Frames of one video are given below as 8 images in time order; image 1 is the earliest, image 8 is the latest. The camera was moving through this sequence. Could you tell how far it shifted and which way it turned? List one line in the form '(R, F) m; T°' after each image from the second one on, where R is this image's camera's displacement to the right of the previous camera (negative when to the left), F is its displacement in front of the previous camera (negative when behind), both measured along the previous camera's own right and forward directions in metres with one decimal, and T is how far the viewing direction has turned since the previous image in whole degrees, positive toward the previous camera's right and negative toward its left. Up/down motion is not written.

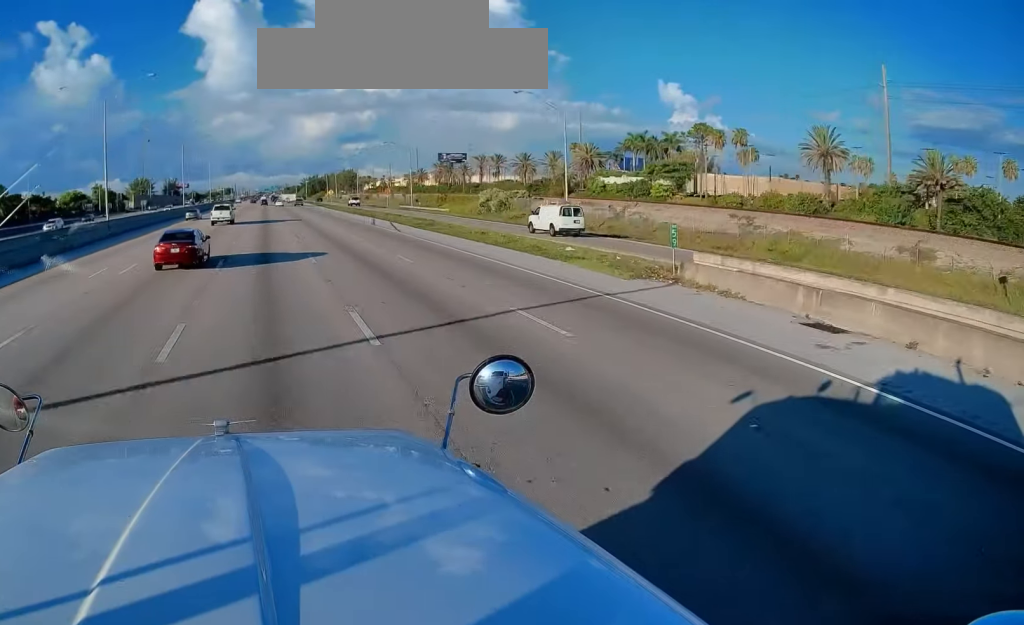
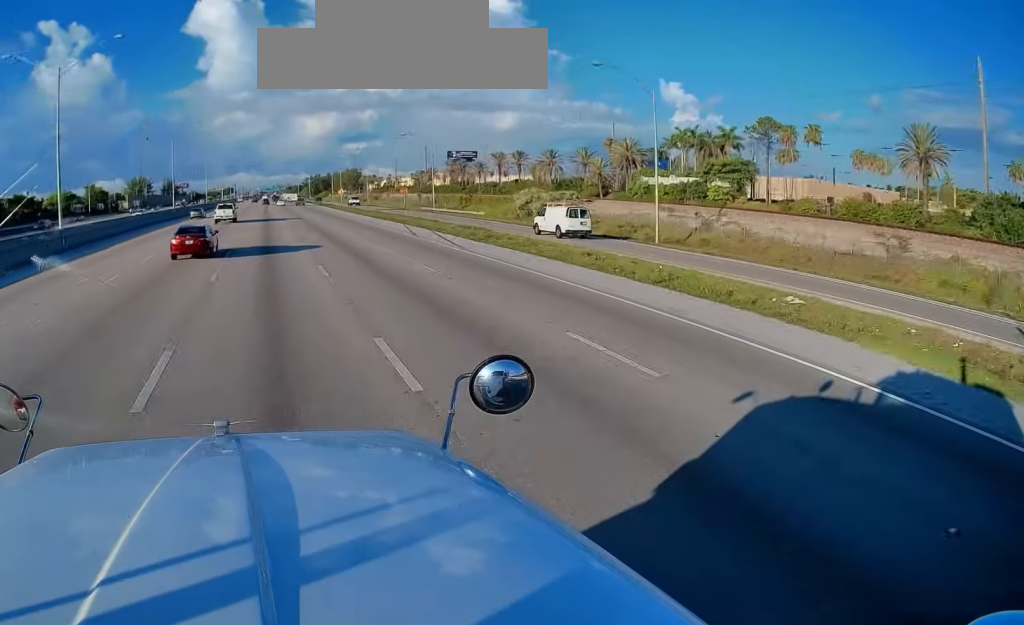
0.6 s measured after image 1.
(+0.2, +15.3) m; 0°
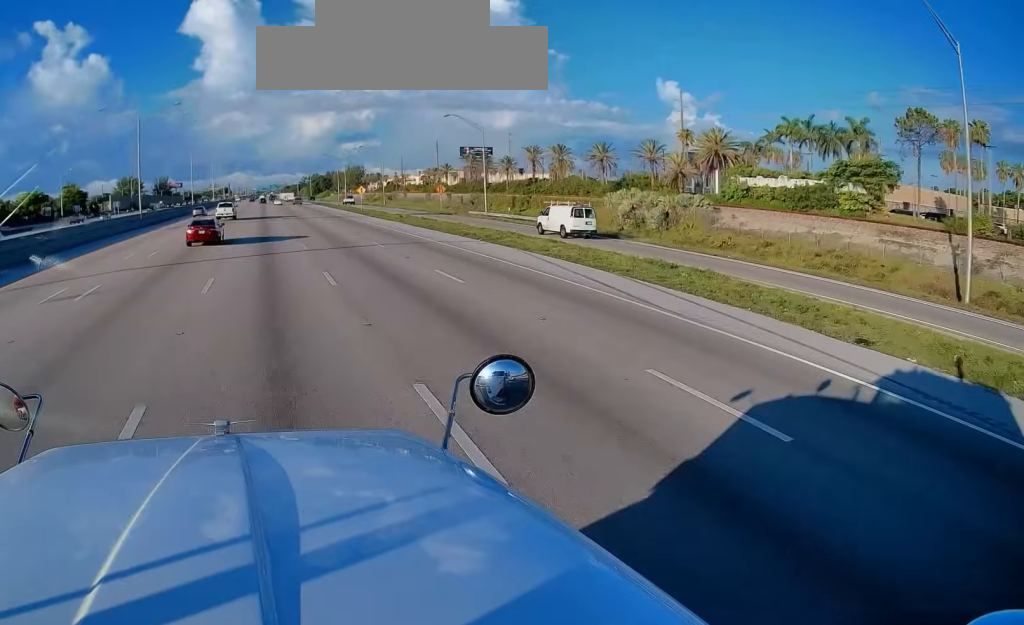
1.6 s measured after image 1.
(-0.4, +27.3) m; -1°
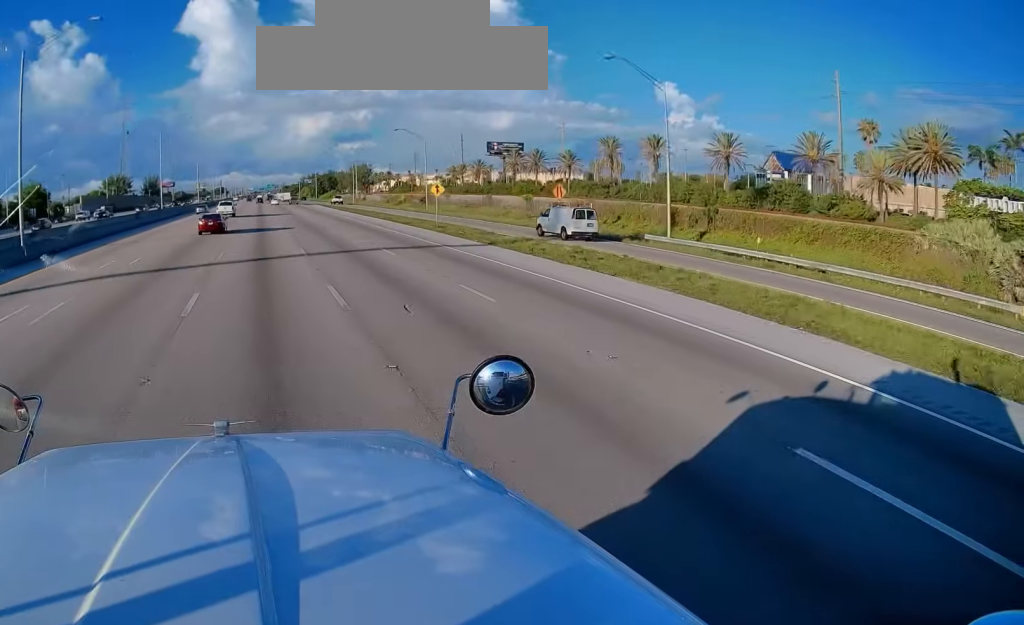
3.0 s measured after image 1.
(+0.5, +39.3) m; +1°
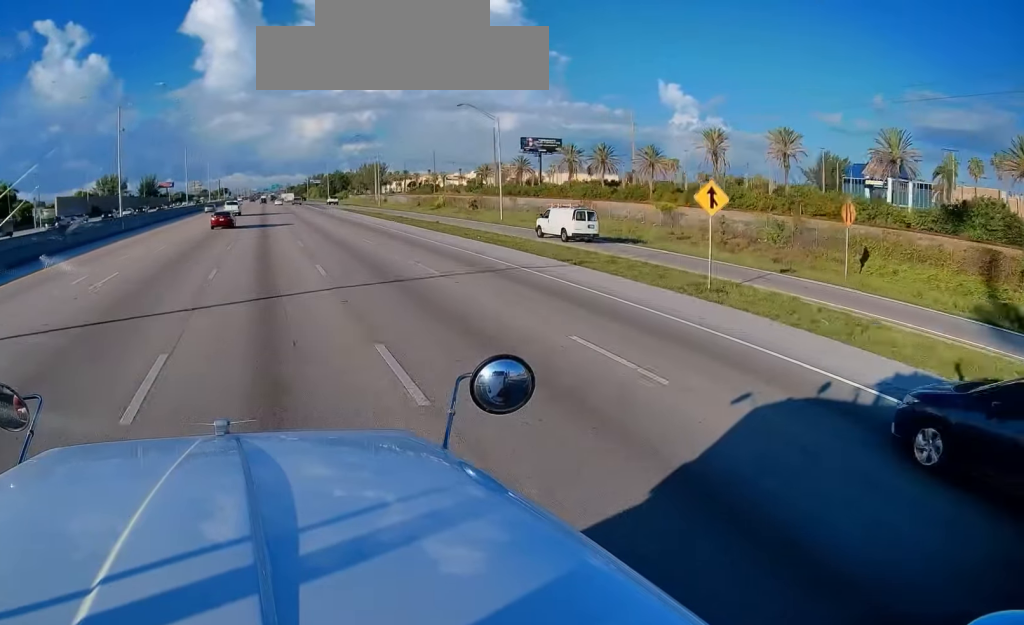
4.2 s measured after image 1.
(0.0, +32.4) m; -1°
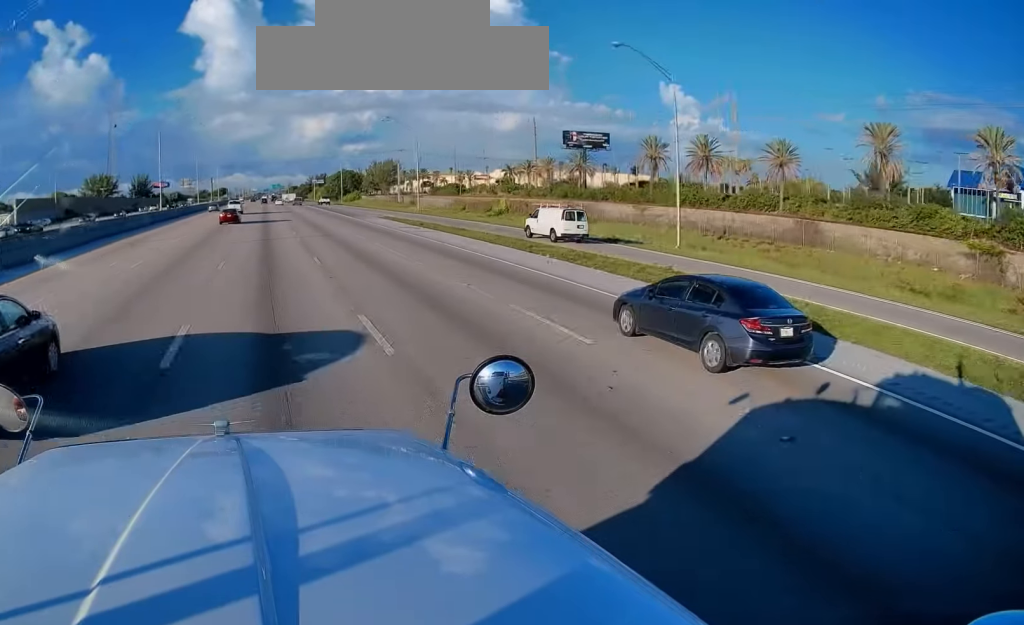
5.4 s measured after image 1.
(-0.1, +34.9) m; 0°
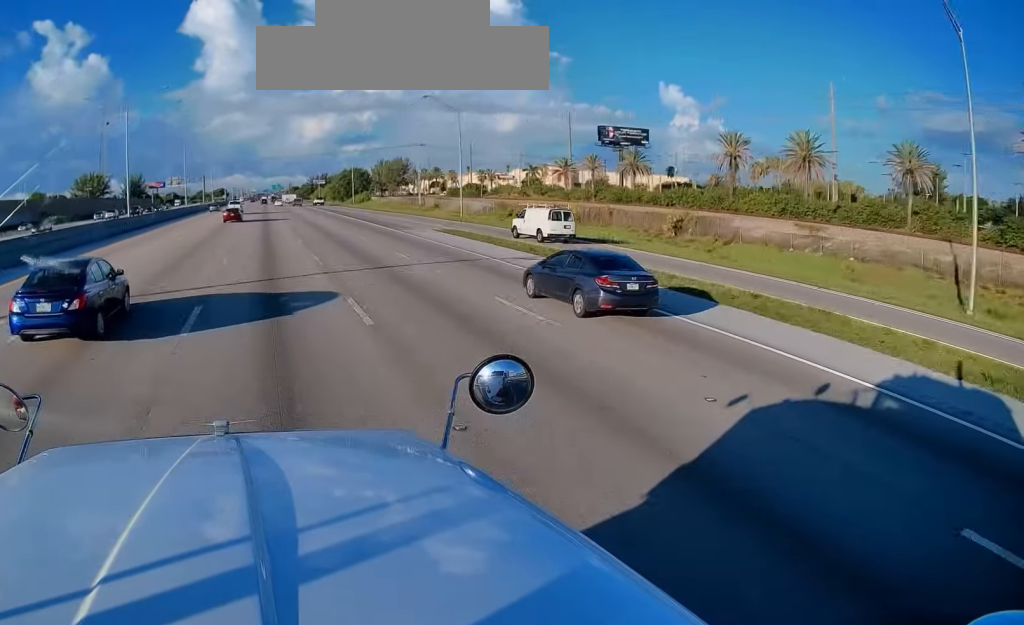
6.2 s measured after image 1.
(-0.1, +24.0) m; +1°
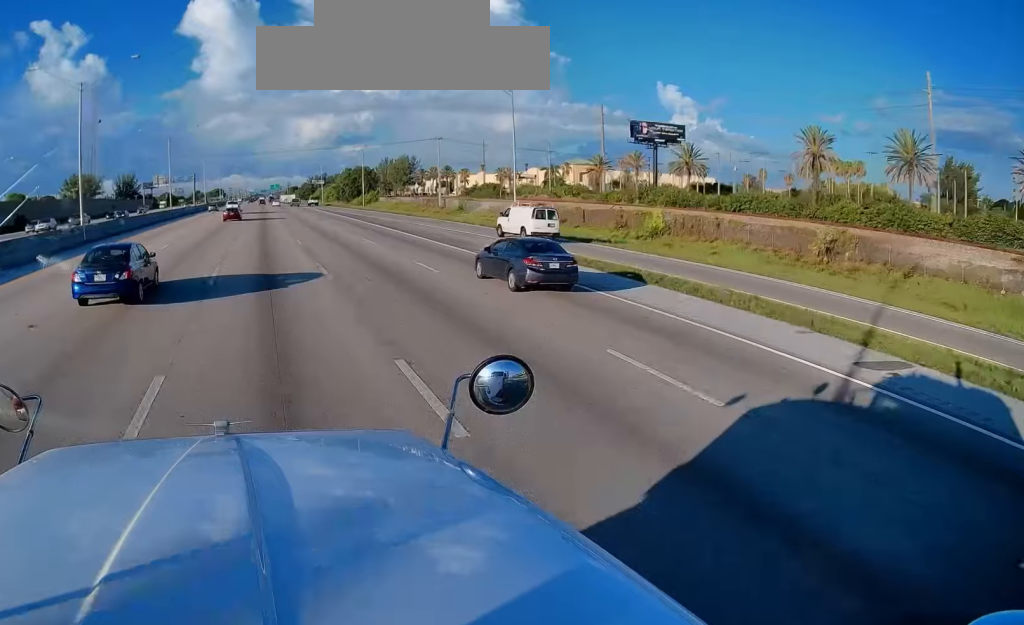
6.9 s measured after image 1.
(0.0, +19.5) m; 0°
